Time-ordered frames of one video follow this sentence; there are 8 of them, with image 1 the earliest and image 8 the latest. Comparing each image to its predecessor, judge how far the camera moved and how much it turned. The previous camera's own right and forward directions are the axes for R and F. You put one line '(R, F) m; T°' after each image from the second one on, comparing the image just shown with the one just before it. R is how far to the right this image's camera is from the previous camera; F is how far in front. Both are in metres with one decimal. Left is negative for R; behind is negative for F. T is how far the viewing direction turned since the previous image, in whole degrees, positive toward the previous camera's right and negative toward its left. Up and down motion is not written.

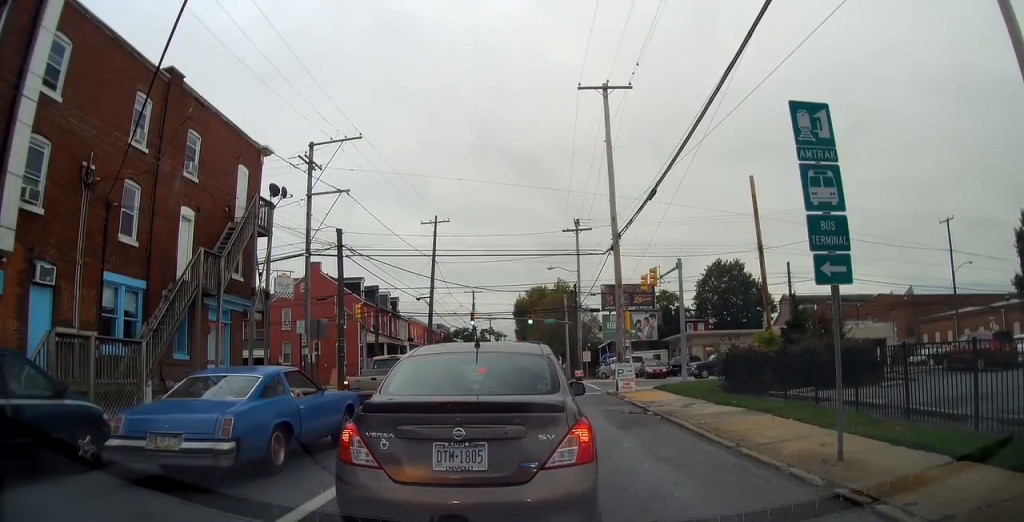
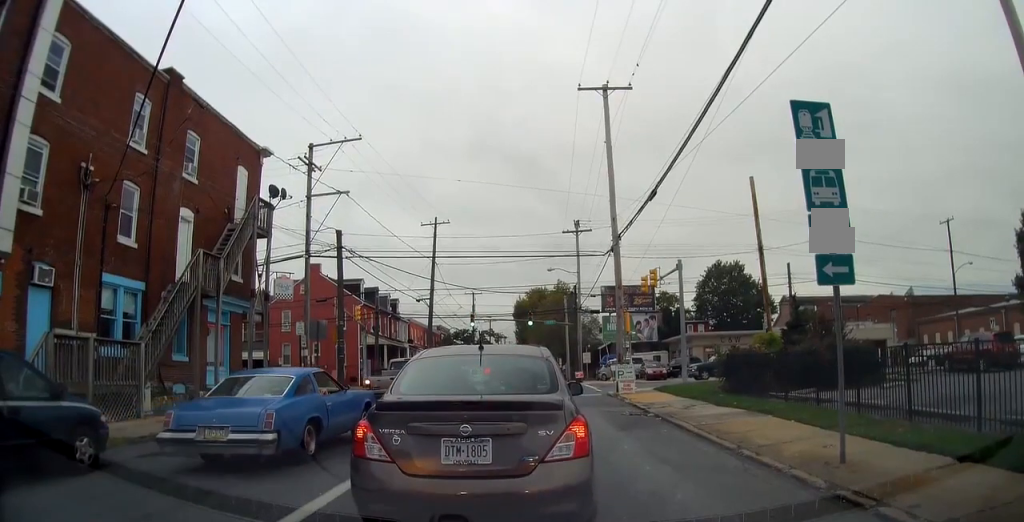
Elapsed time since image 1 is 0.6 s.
(0.0, 0.0) m; 0°
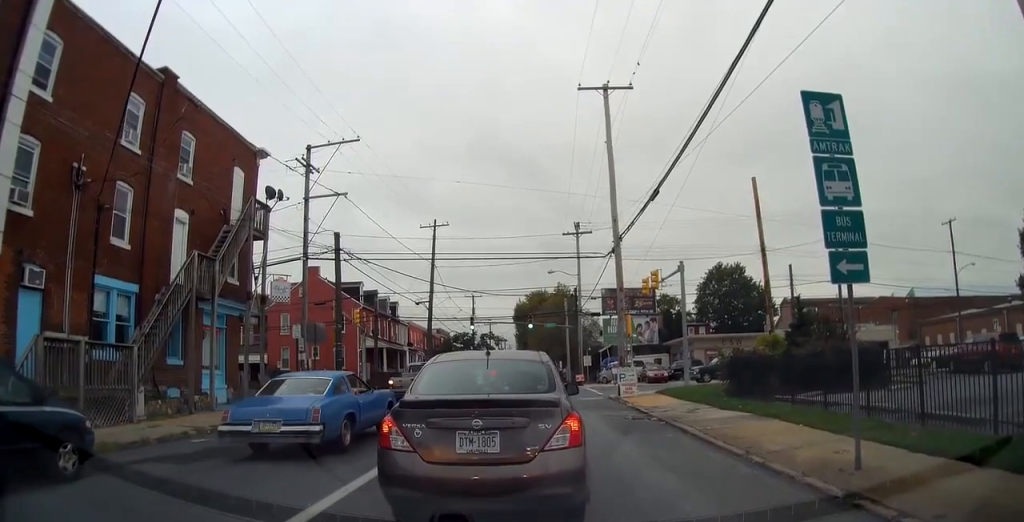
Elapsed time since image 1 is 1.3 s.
(0.0, 0.0) m; 0°
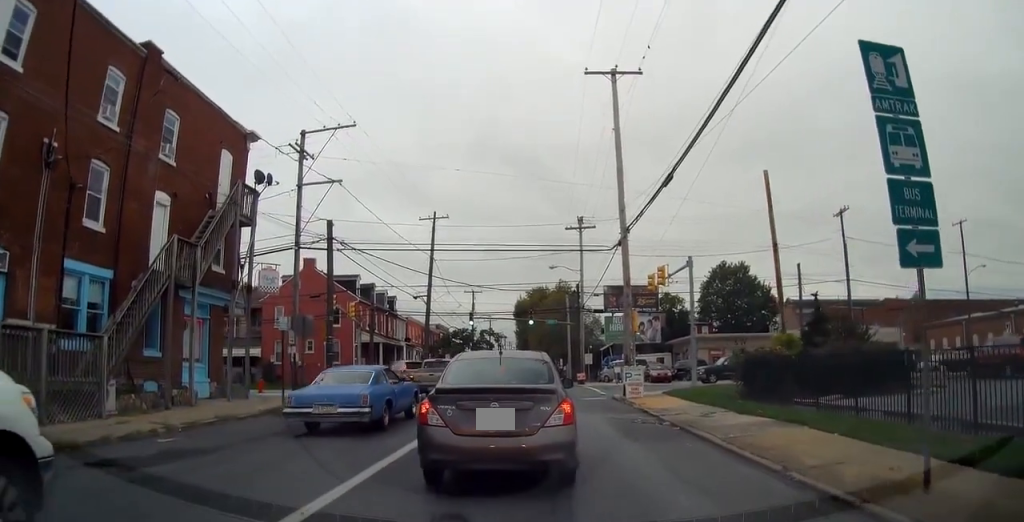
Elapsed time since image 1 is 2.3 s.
(-0.2, +0.5) m; 0°
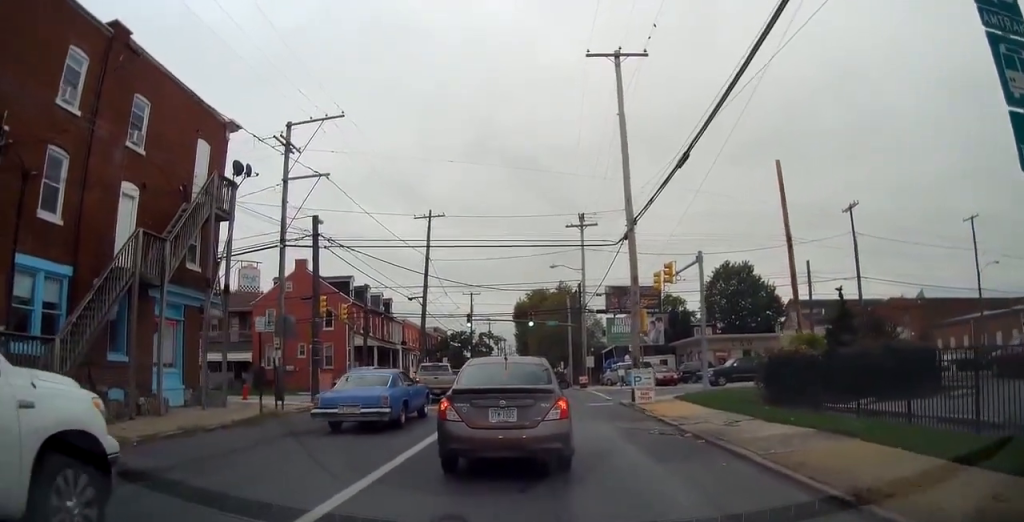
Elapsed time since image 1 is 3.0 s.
(-0.2, +1.0) m; 0°
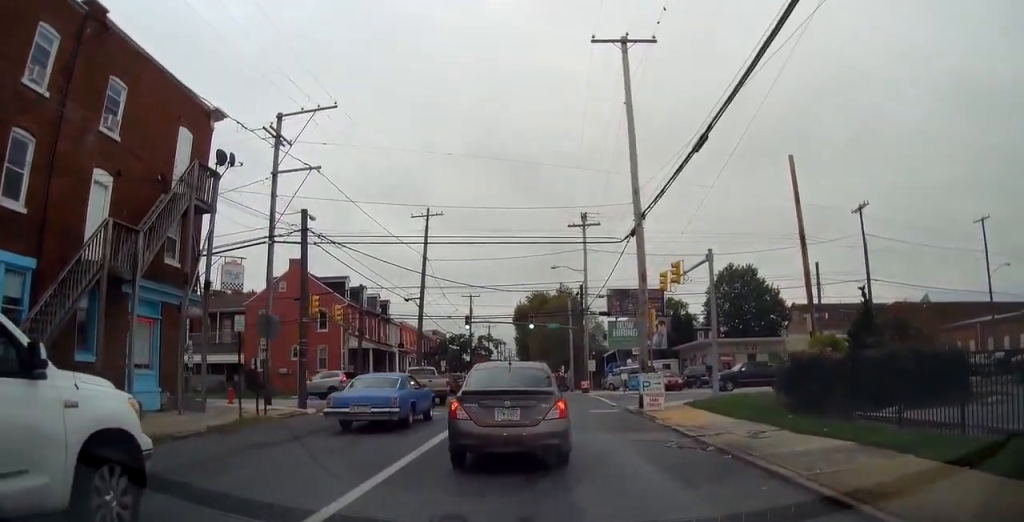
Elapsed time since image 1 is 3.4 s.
(+0.2, +1.3) m; 0°
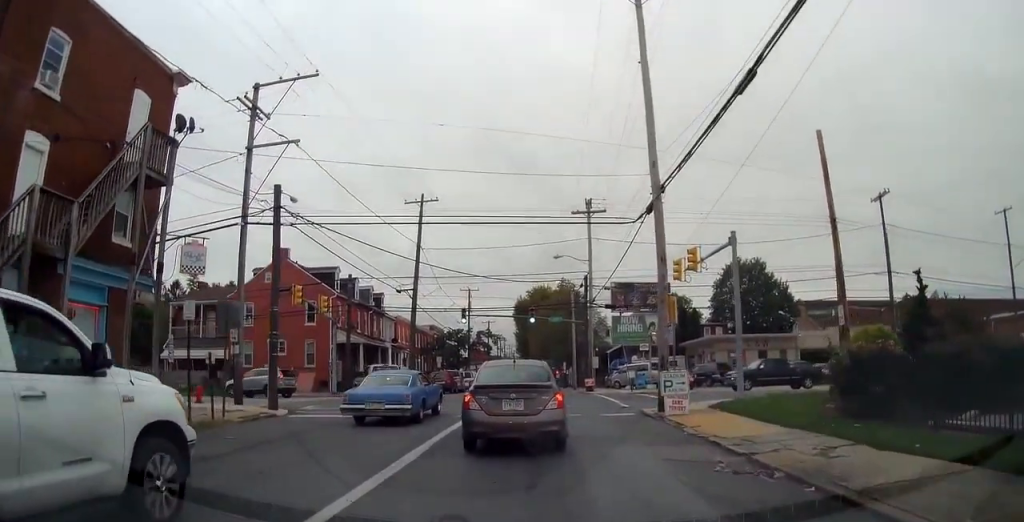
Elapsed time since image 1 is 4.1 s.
(+0.1, +2.3) m; 0°
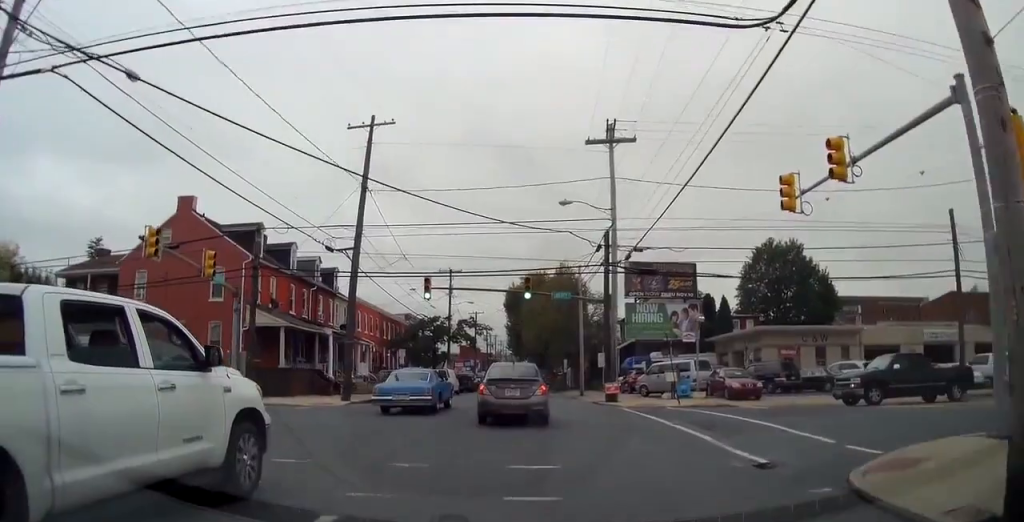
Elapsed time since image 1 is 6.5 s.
(+0.3, +11.9) m; +5°
